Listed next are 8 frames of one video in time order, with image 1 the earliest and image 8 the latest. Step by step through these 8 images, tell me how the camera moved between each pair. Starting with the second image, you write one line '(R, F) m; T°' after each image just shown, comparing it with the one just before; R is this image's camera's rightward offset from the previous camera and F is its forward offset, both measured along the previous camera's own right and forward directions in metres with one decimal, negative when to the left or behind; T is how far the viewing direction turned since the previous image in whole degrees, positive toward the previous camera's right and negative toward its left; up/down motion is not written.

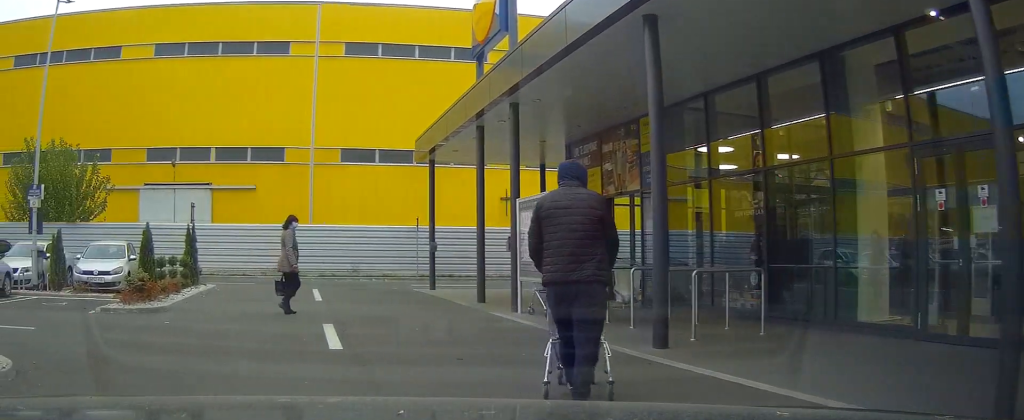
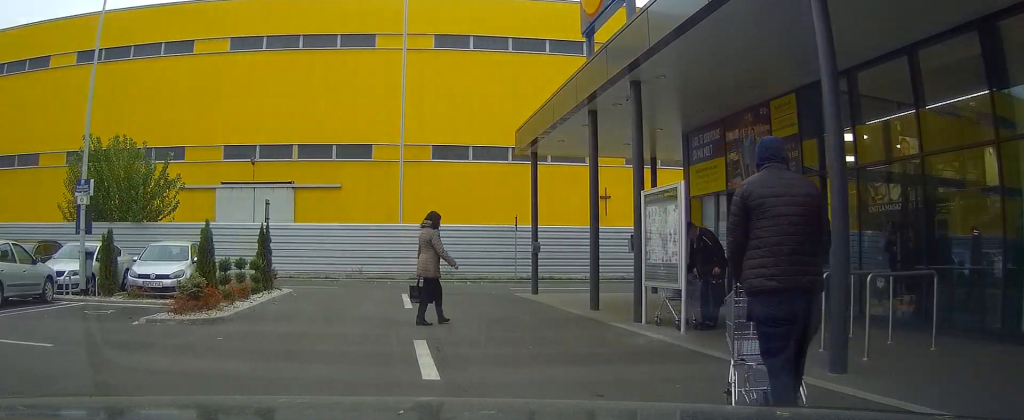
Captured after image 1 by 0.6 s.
(-0.2, +2.1) m; -6°
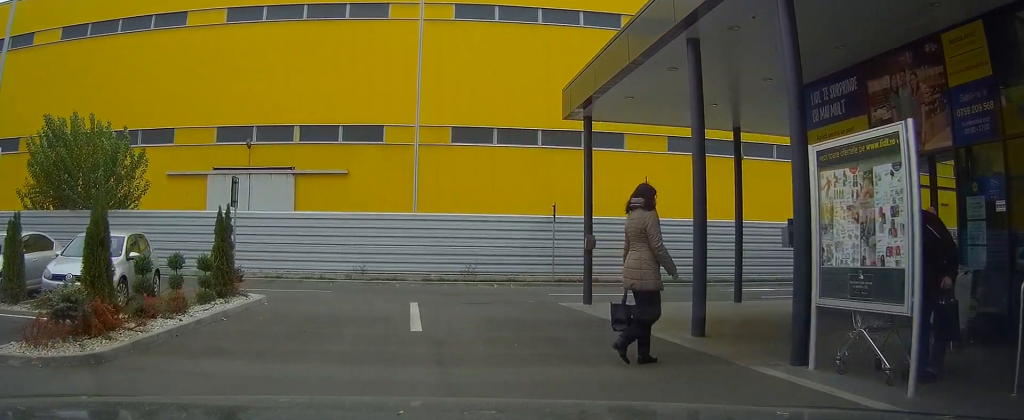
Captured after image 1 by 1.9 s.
(-0.2, +4.8) m; -1°
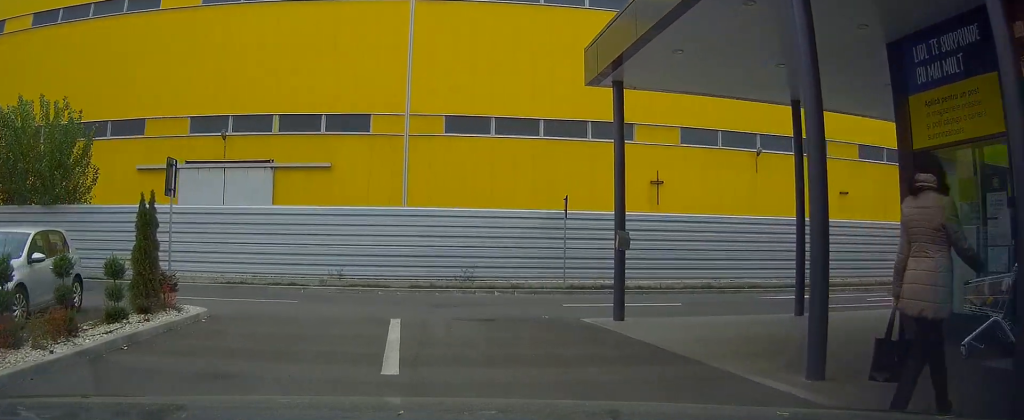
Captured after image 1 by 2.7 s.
(0.0, +3.1) m; +1°
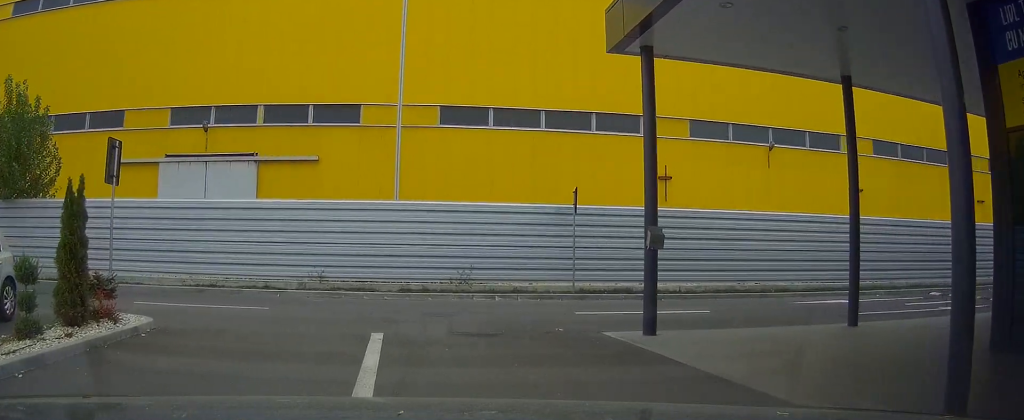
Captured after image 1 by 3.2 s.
(0.0, +2.1) m; +1°
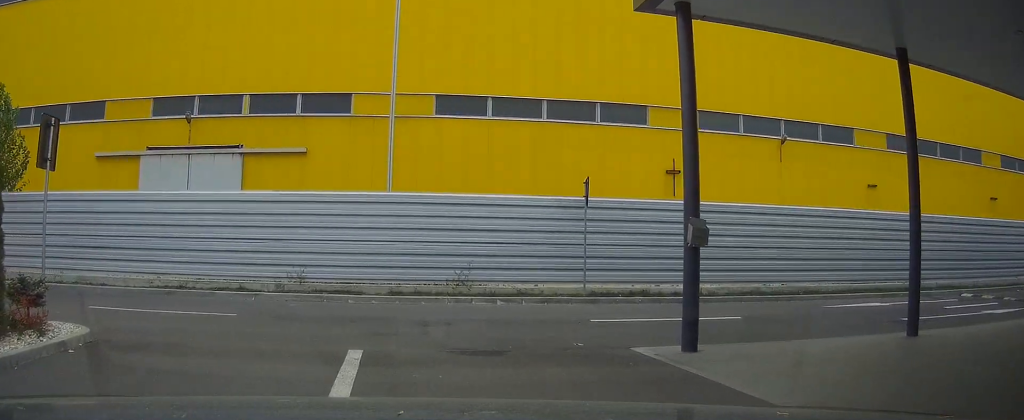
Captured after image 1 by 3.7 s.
(0.0, +1.8) m; +1°
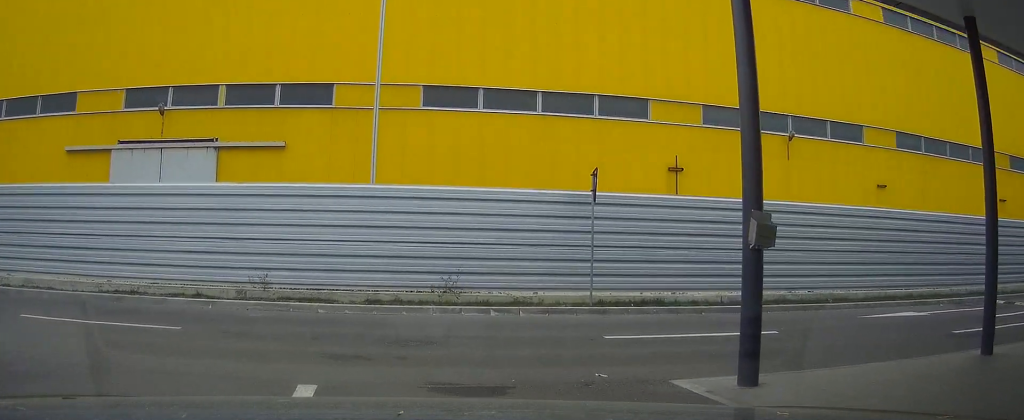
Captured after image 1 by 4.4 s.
(0.0, +2.2) m; +1°
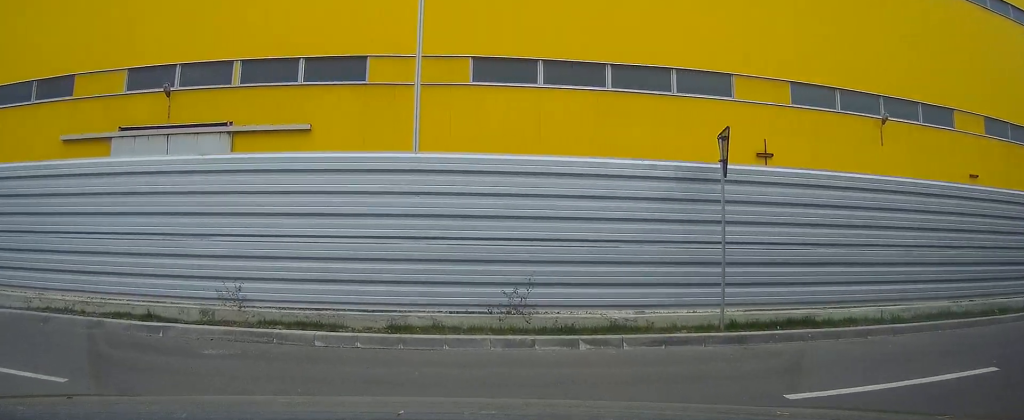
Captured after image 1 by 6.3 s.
(+0.1, +5.3) m; -9°
